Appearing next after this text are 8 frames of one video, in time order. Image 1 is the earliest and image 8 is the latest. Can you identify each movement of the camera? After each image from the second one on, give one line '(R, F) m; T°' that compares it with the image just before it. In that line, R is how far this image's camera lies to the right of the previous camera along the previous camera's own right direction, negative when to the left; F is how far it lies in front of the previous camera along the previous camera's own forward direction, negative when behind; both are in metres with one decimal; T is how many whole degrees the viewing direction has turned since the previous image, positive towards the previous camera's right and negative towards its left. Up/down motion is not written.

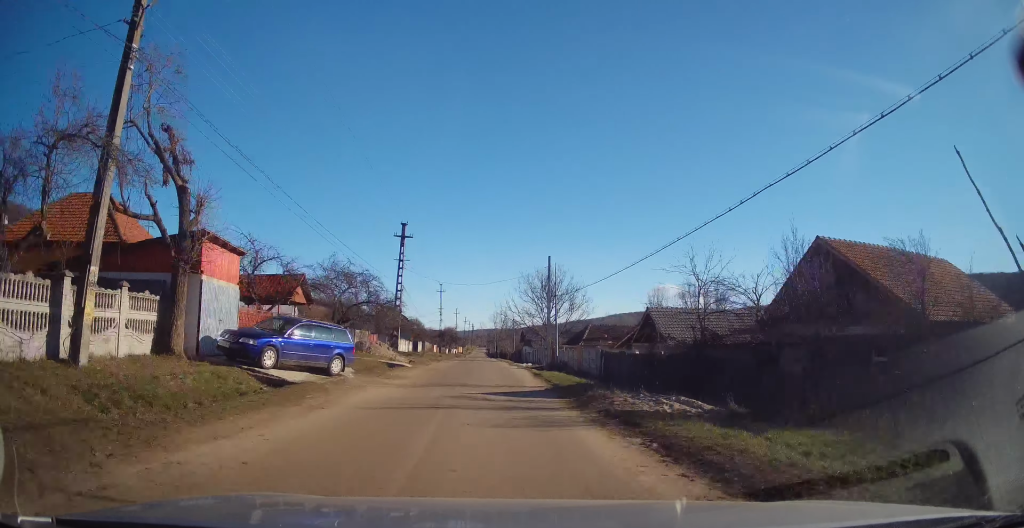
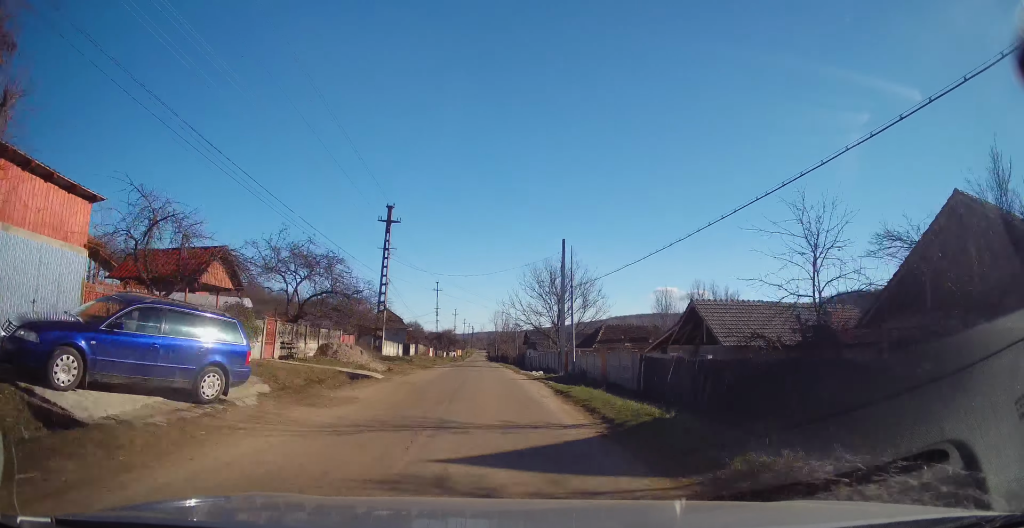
(-0.1, +7.5) m; 0°
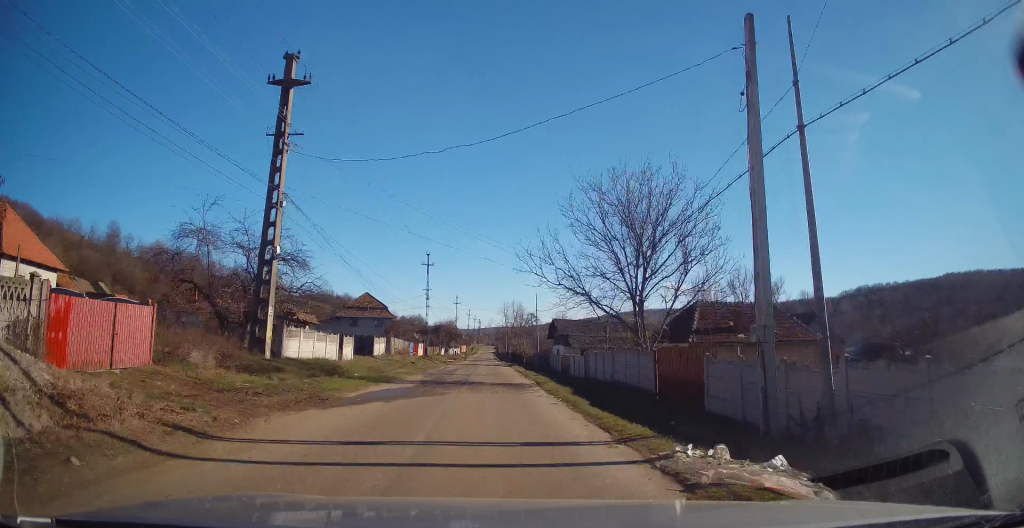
(-0.2, +23.7) m; -1°
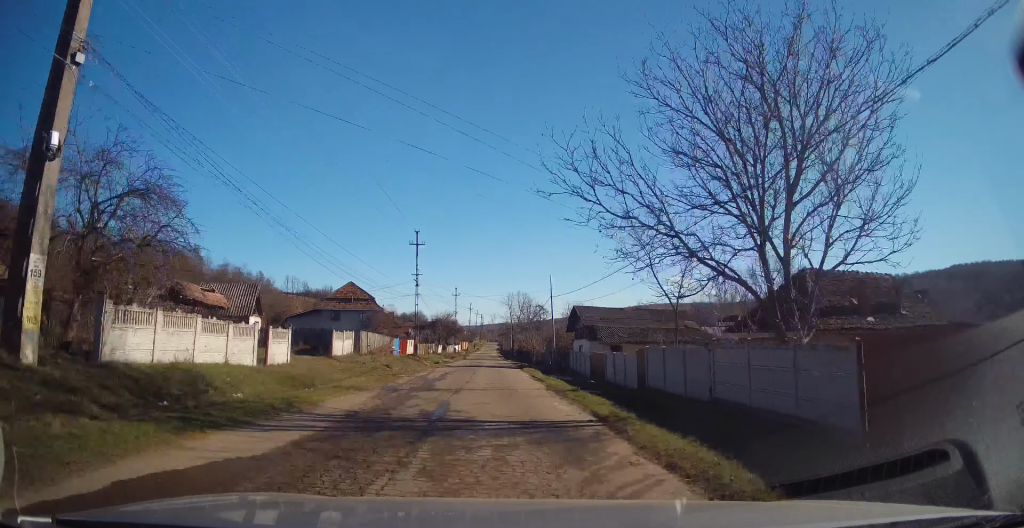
(-0.1, +11.6) m; +1°
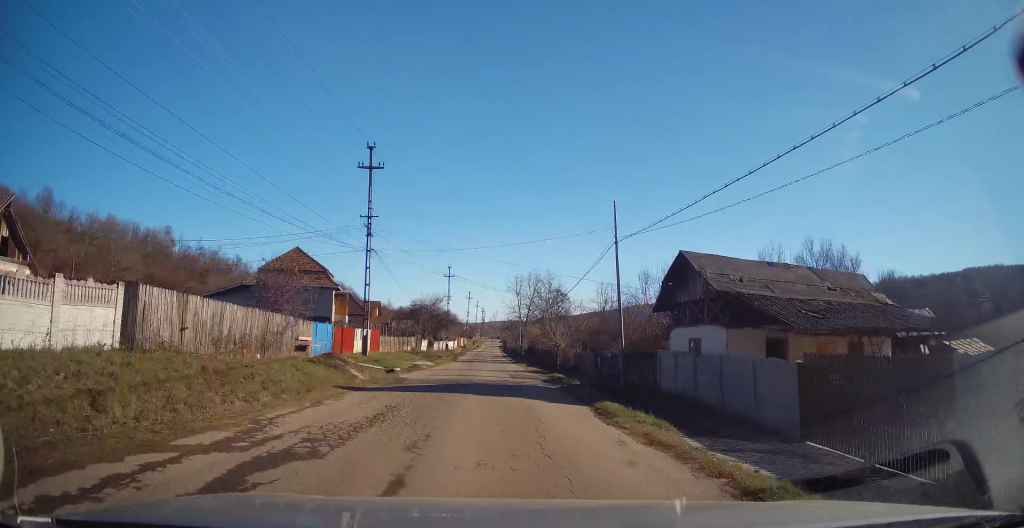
(+0.6, +22.6) m; +1°
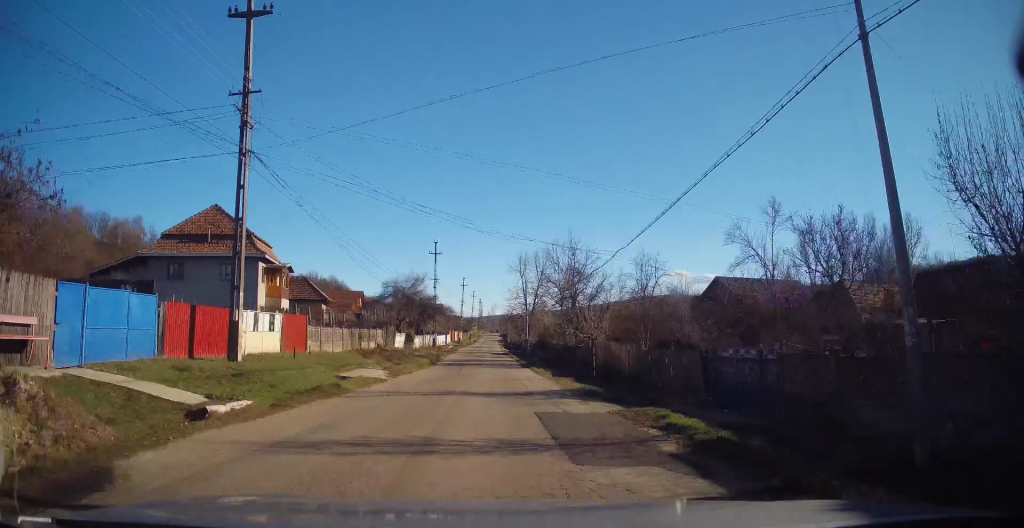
(-0.4, +16.4) m; -2°
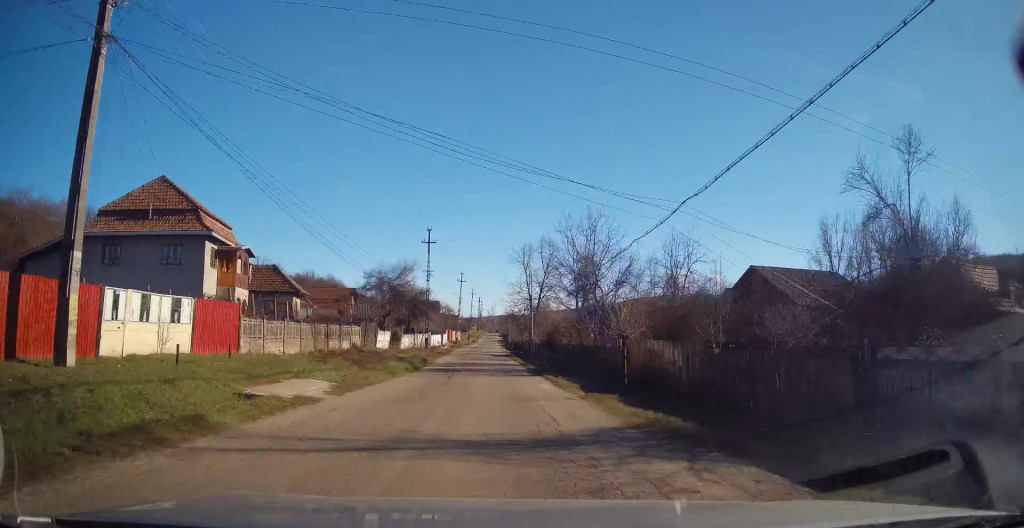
(-0.1, +7.0) m; 0°
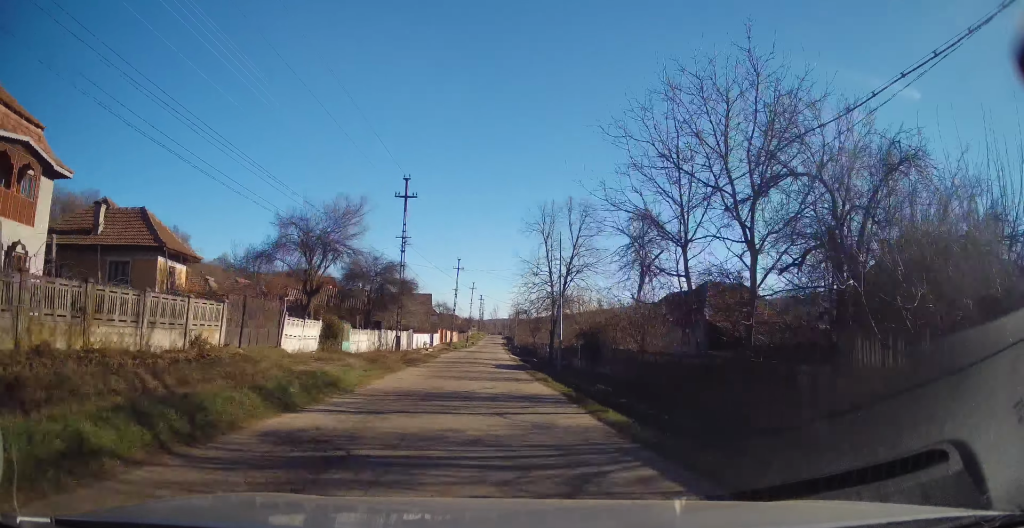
(+0.2, +18.2) m; +2°
